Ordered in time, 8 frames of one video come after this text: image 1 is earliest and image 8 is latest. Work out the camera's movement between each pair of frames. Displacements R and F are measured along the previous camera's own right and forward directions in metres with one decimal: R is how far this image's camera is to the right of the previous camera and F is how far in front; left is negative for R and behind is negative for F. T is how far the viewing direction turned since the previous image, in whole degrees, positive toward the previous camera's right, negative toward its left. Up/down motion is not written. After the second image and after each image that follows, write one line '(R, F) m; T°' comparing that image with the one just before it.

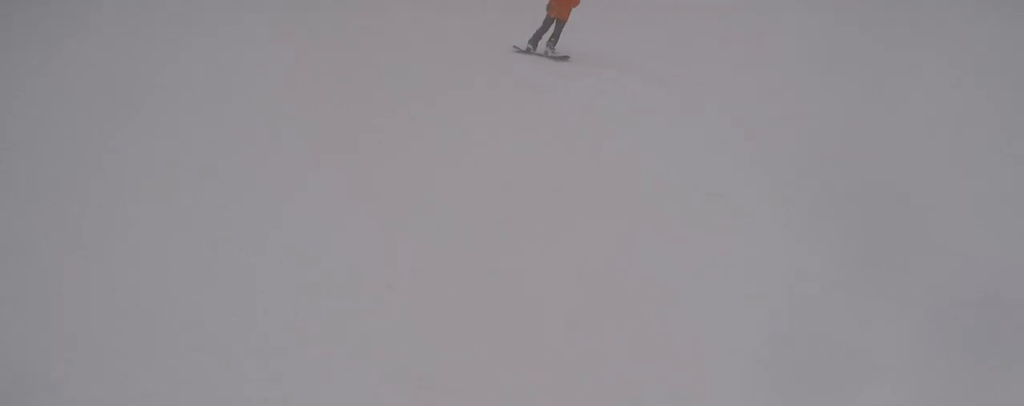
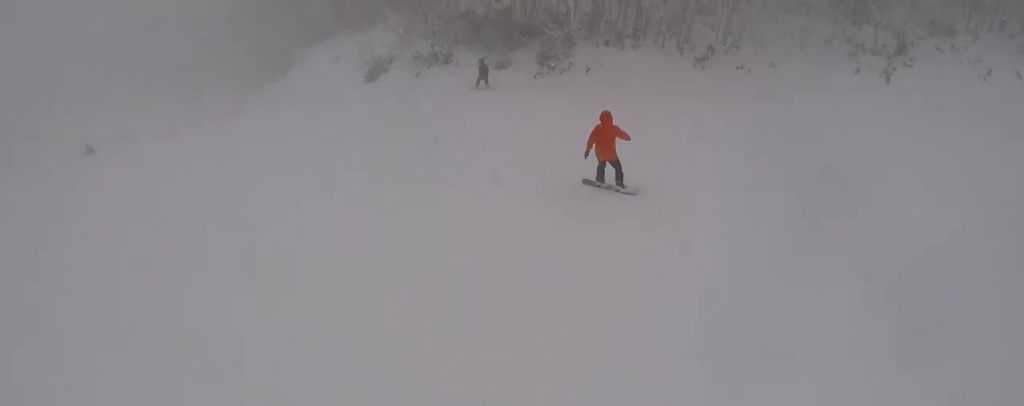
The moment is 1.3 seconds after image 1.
(-1.5, +4.2) m; -43°
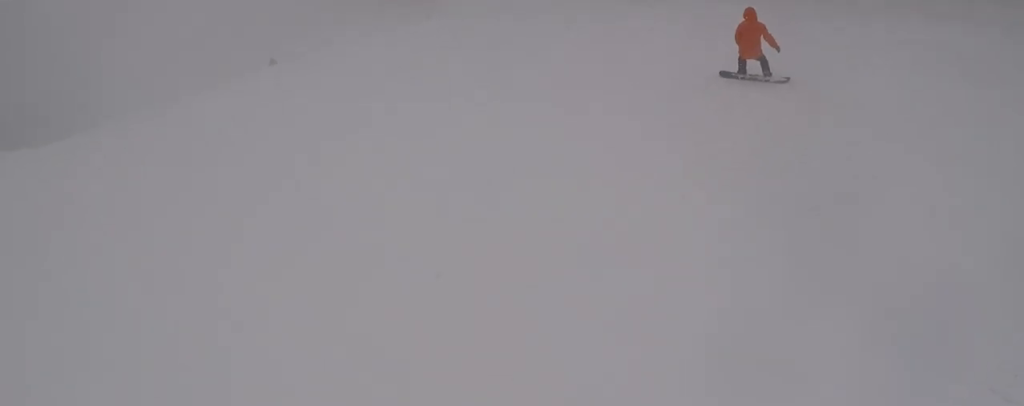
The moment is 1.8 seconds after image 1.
(-0.4, +2.0) m; -13°
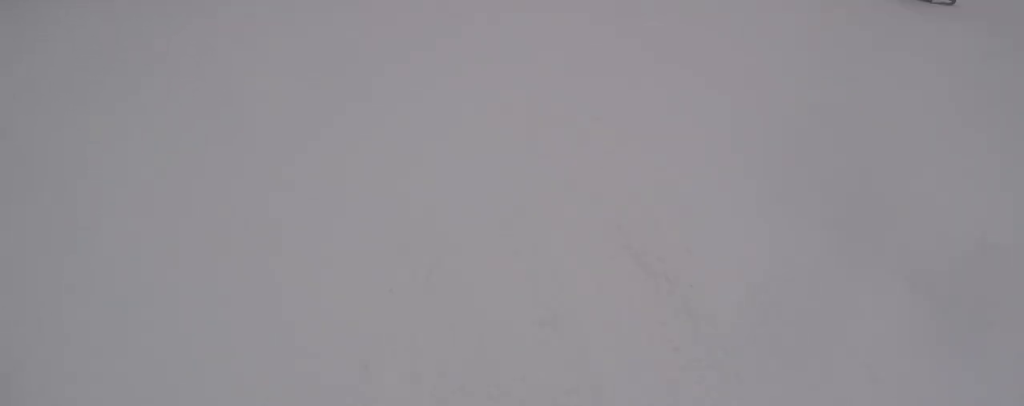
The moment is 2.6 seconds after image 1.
(-0.5, +3.8) m; -6°
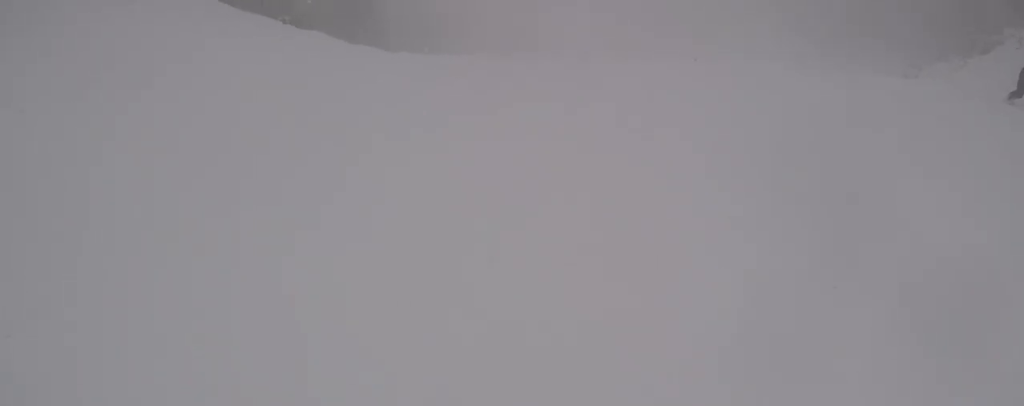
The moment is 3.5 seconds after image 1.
(-0.1, +4.0) m; +15°
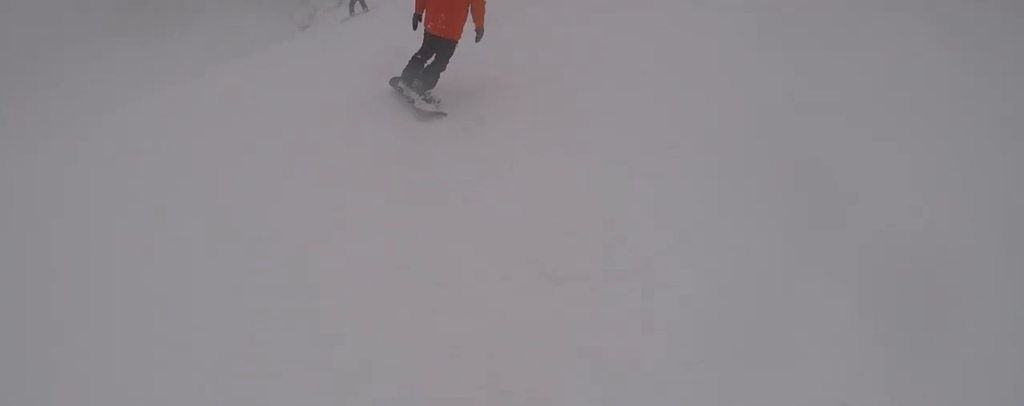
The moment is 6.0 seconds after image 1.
(+3.7, +8.5) m; +6°
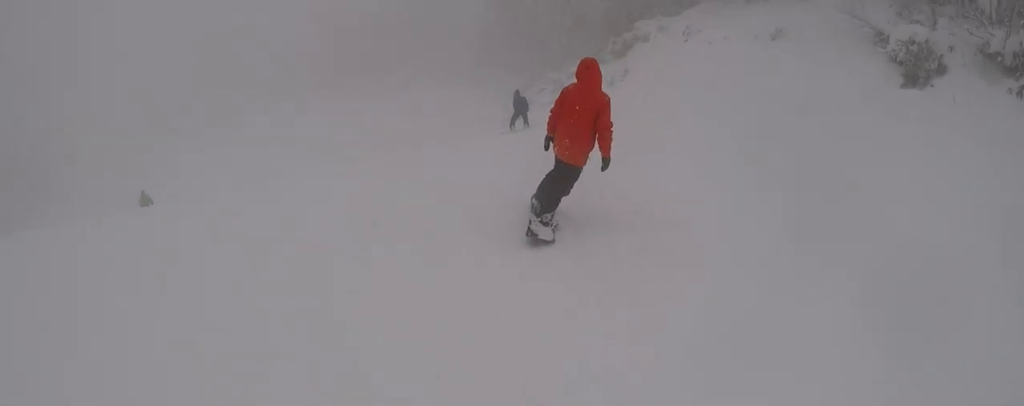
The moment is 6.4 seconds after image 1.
(-0.3, +1.3) m; -12°
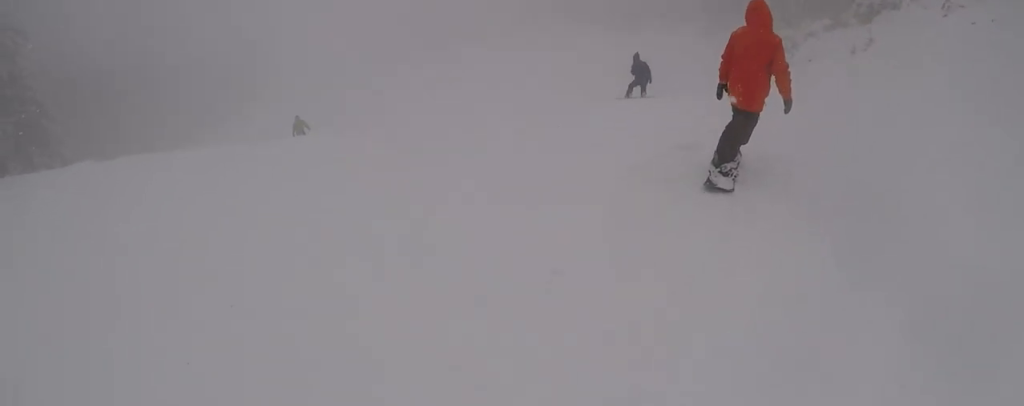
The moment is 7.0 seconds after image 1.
(-0.3, +2.2) m; -19°
